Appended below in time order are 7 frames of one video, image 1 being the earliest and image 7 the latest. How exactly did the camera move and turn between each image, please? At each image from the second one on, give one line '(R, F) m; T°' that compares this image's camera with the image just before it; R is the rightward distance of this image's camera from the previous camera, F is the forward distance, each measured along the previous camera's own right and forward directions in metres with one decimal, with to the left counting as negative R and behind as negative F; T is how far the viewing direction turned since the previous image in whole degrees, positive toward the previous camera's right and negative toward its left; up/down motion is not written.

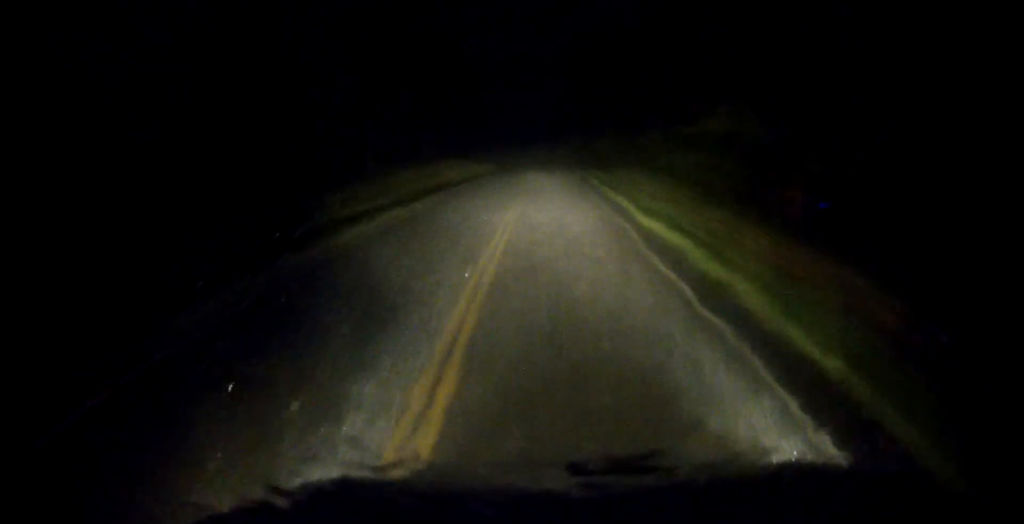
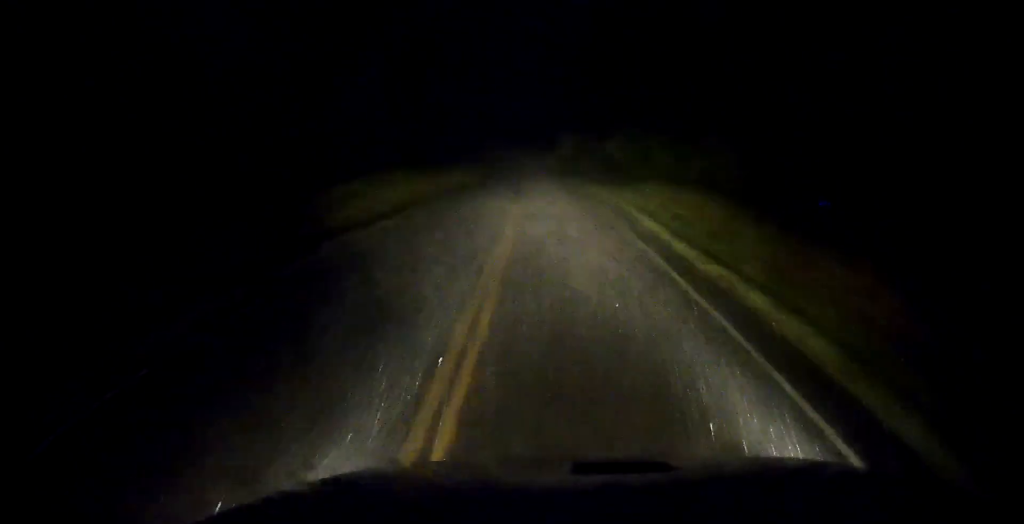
(+0.1, +21.1) m; +2°
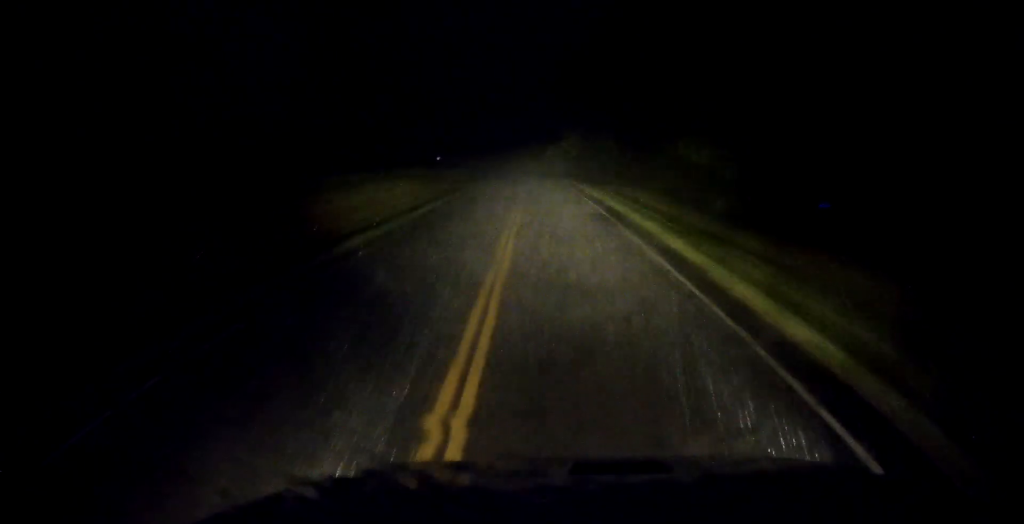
(+0.8, +29.1) m; 0°
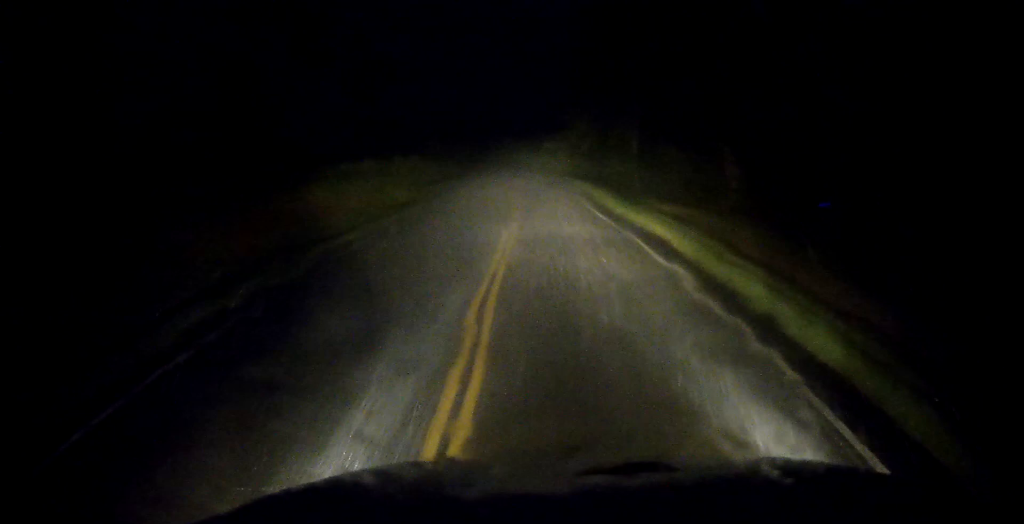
(-0.4, +18.5) m; -1°
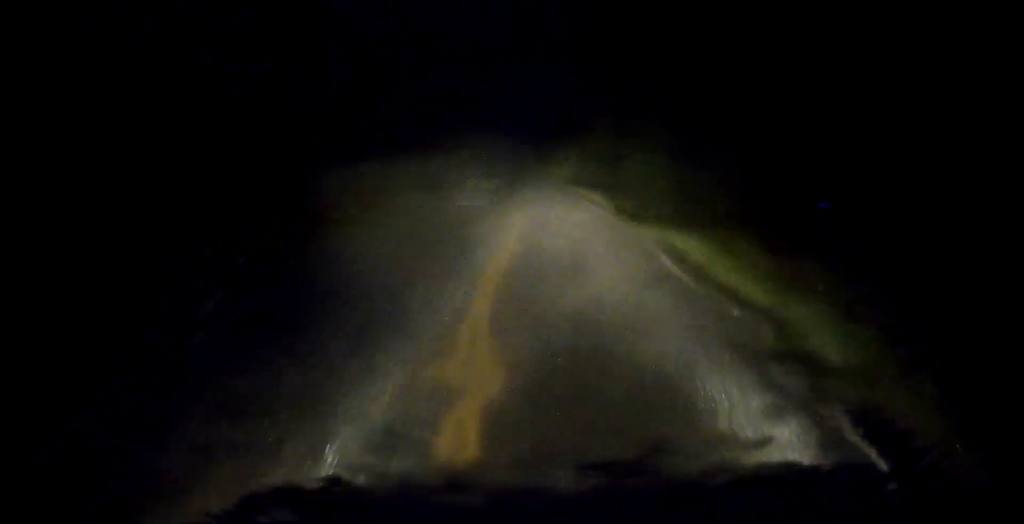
(0.0, +12.5) m; 0°
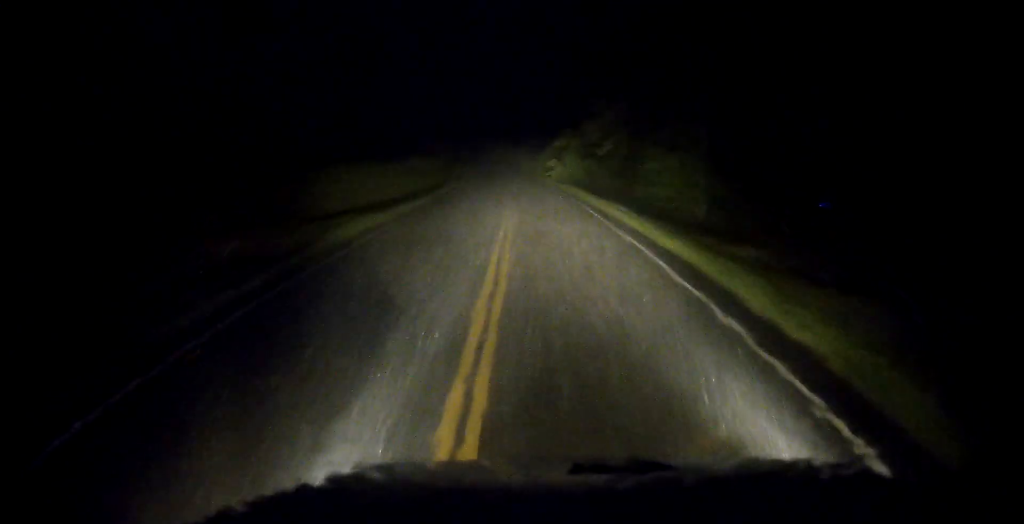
(0.0, +10.5) m; 0°
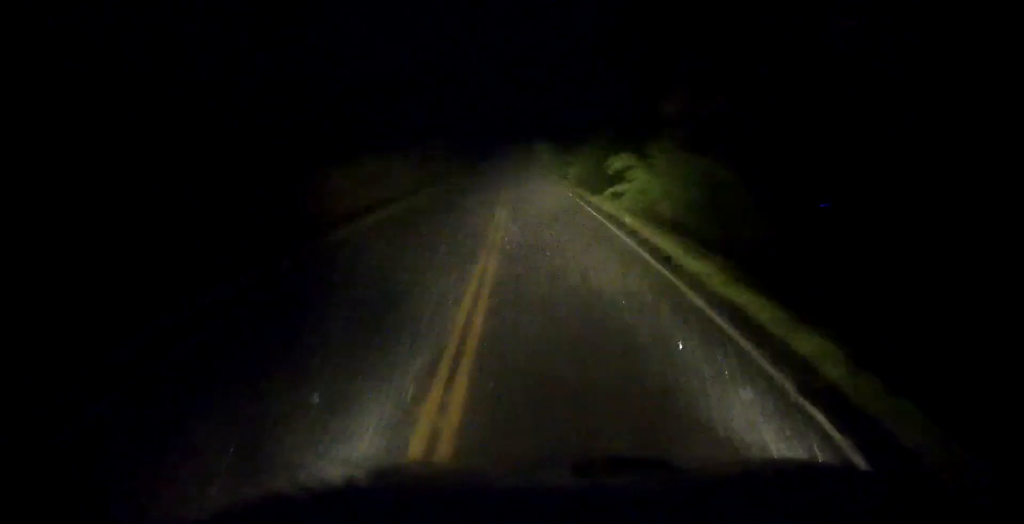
(-0.3, +39.4) m; -3°
